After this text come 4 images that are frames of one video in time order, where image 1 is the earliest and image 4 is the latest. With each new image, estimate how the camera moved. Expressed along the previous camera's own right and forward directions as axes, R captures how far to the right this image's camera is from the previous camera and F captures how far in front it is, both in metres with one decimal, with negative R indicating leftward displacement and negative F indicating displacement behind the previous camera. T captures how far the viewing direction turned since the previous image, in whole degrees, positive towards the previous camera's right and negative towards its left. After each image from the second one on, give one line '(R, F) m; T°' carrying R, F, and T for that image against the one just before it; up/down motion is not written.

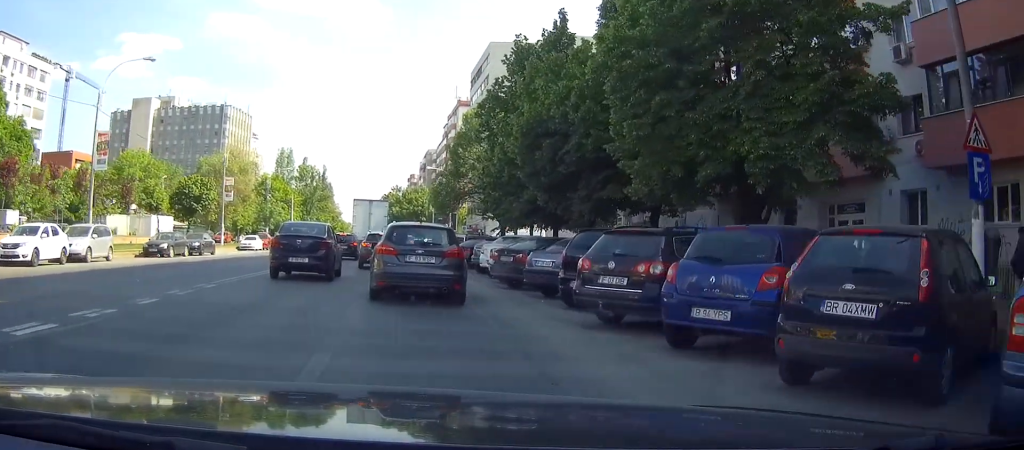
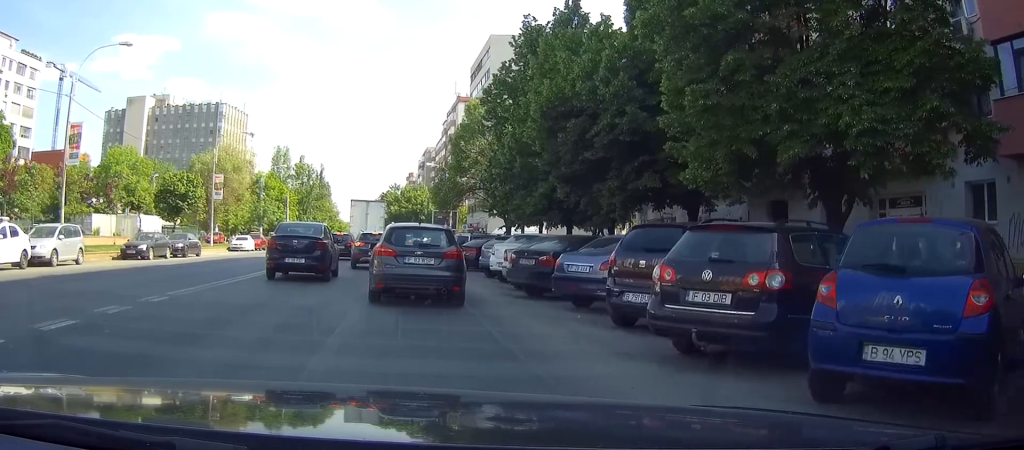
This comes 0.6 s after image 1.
(0.0, +3.5) m; -1°
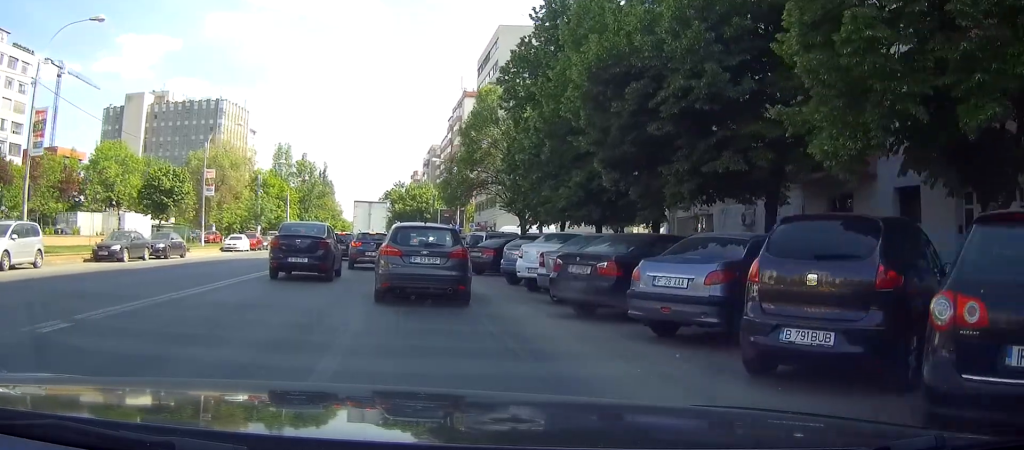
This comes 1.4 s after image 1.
(-0.1, +4.2) m; -1°
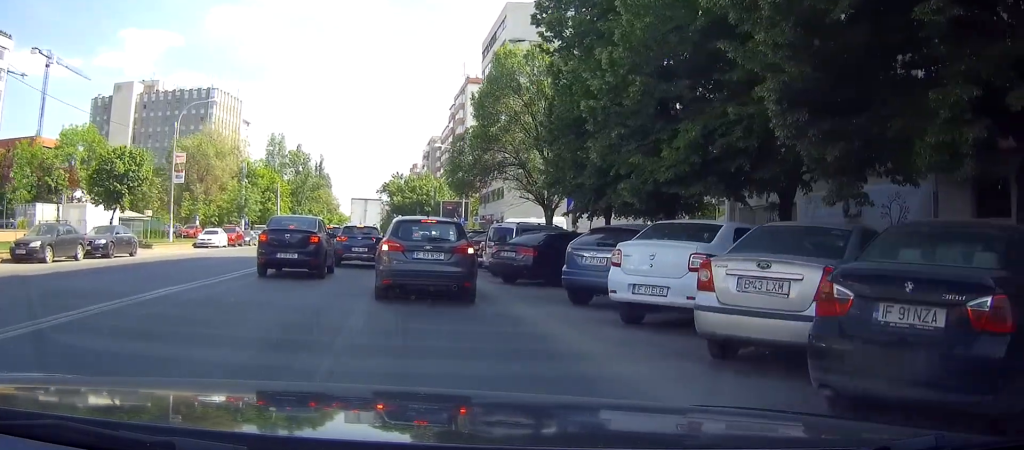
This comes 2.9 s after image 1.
(-0.1, +7.6) m; 0°
